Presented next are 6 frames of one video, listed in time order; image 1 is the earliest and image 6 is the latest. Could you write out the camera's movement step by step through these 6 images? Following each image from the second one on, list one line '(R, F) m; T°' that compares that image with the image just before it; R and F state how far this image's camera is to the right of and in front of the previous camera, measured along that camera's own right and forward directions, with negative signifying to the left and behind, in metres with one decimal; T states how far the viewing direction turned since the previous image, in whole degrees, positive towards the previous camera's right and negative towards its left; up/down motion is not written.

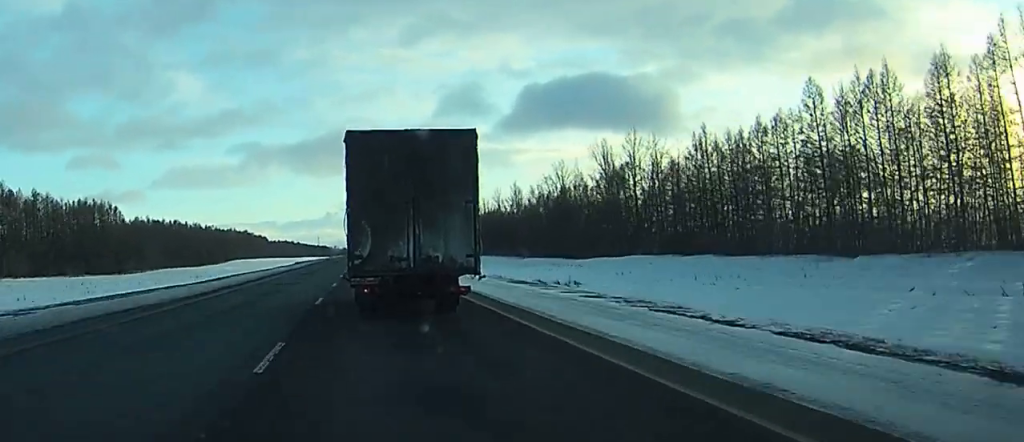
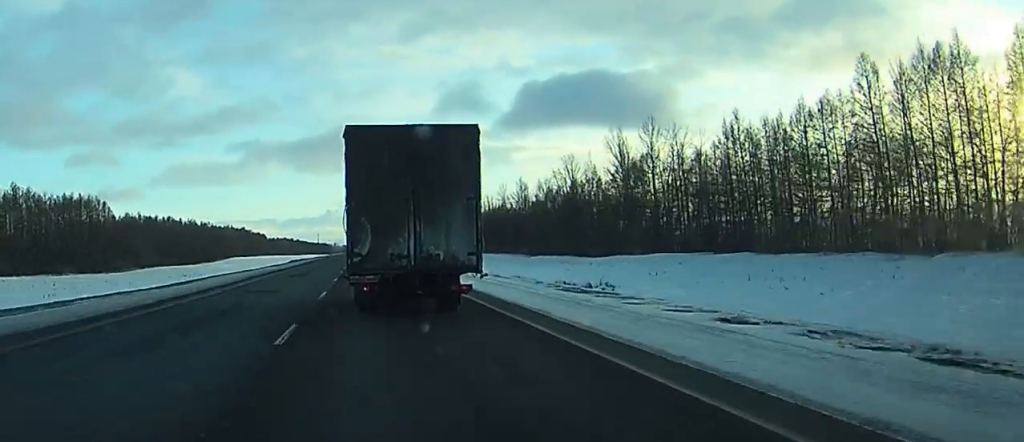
(0.0, +9.6) m; 0°
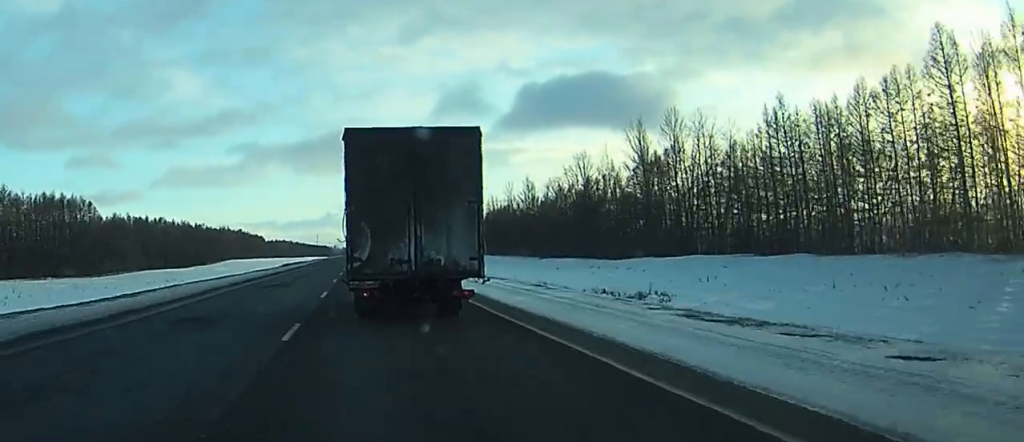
(0.0, +11.3) m; 0°
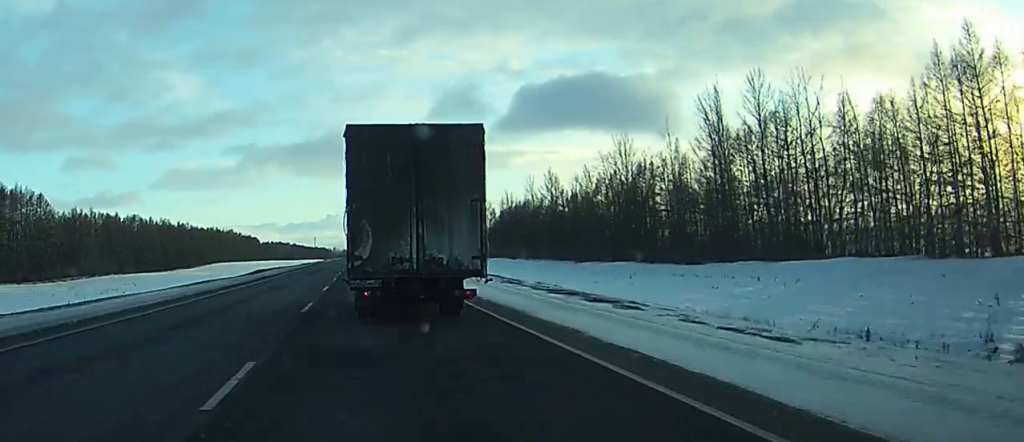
(-0.1, +32.3) m; 0°
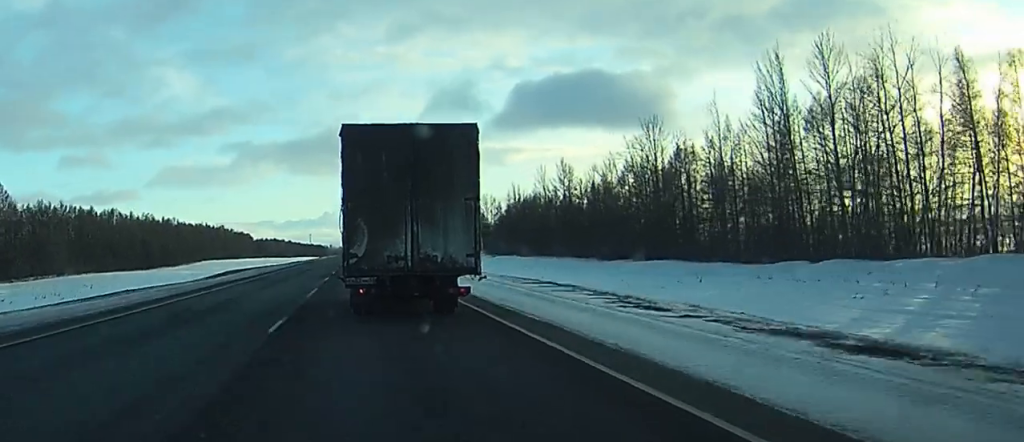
(0.0, +20.1) m; 0°
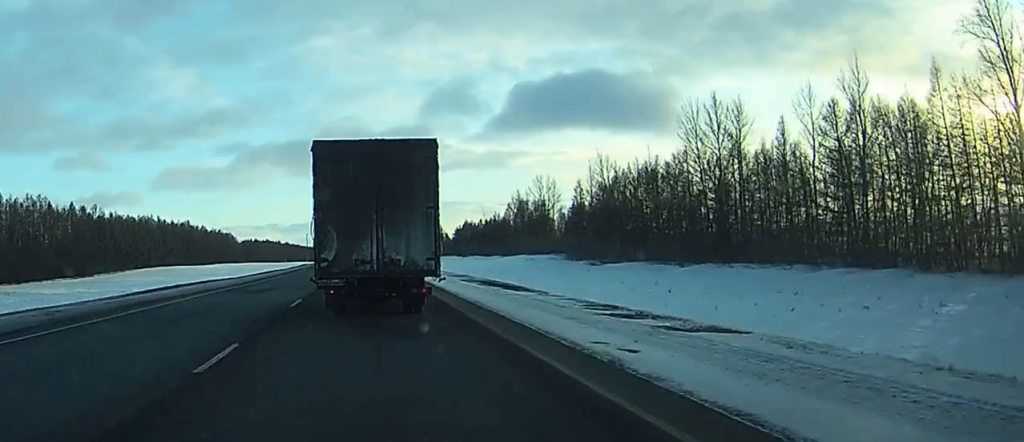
(+0.1, +84.4) m; 0°
